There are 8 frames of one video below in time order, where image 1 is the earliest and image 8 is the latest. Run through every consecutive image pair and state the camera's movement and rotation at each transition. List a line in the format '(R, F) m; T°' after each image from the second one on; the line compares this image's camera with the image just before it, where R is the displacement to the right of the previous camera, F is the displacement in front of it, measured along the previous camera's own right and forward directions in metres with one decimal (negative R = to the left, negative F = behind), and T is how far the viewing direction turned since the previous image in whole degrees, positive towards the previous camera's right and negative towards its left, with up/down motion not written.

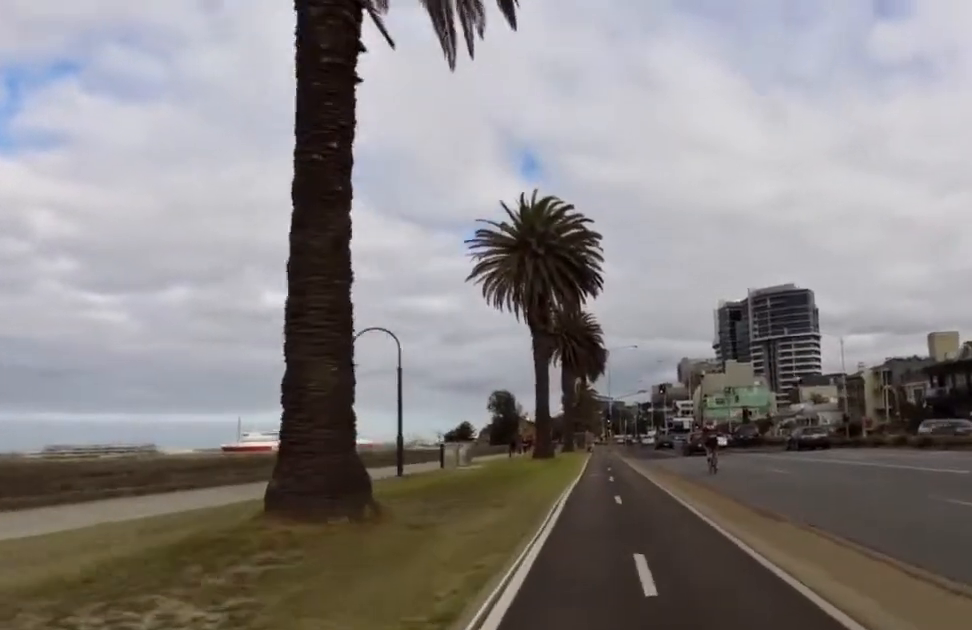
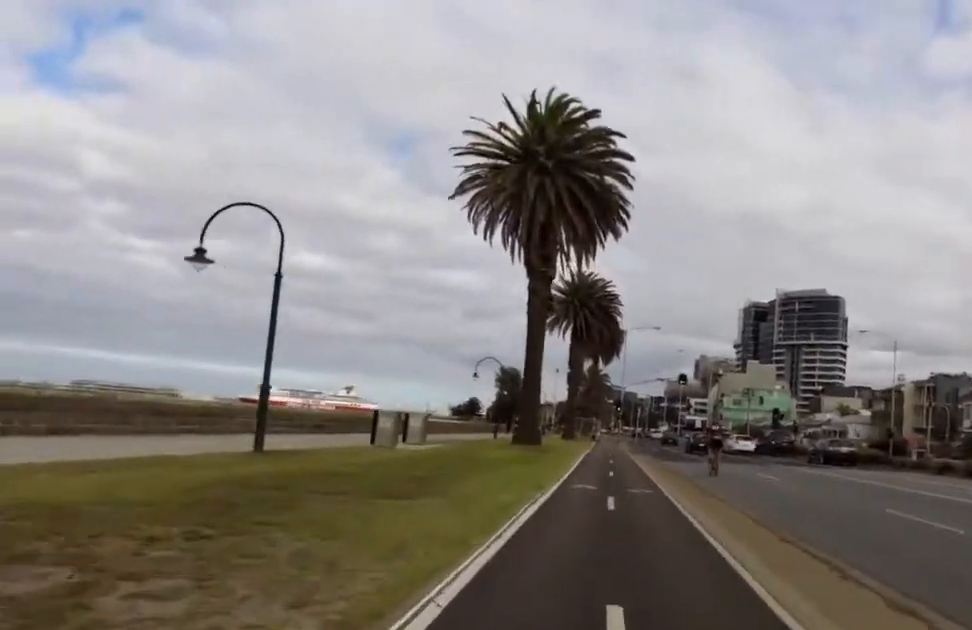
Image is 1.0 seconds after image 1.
(+0.4, +10.2) m; -2°
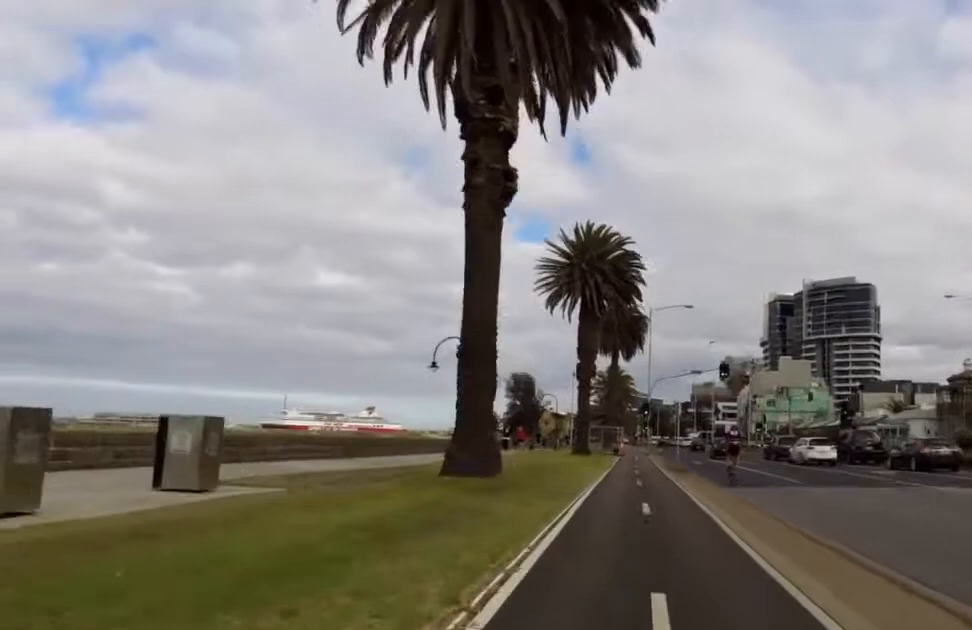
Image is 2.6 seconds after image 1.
(-0.8, +14.7) m; +1°
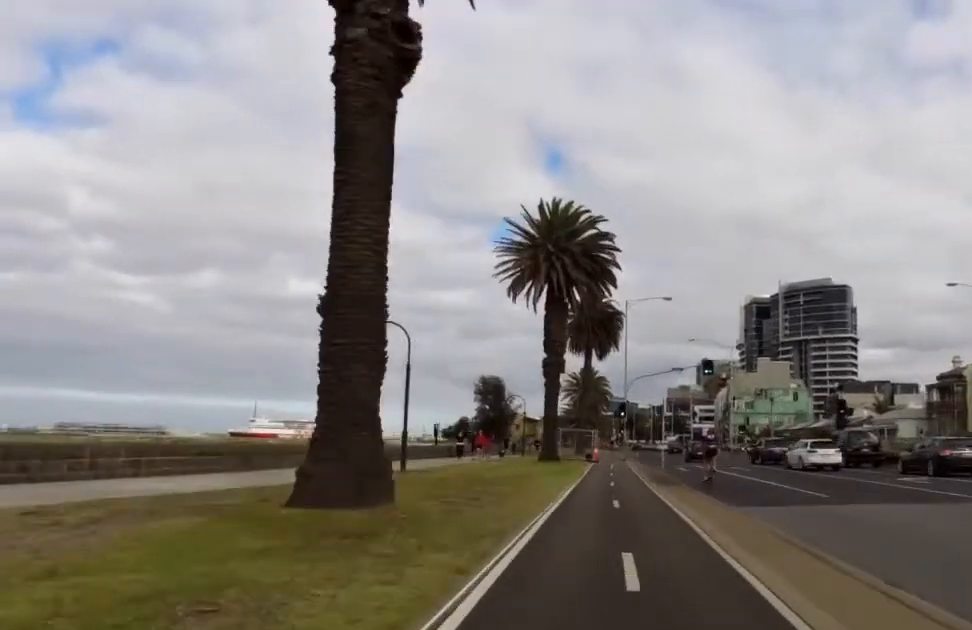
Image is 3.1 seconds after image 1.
(+0.7, +5.3) m; 0°
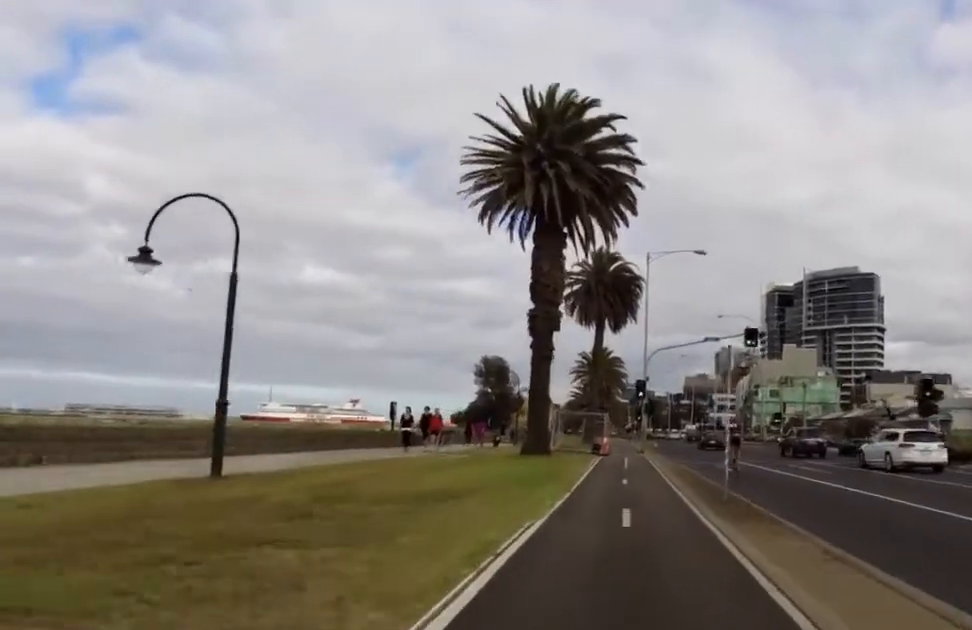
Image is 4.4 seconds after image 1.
(-0.9, +11.5) m; -4°
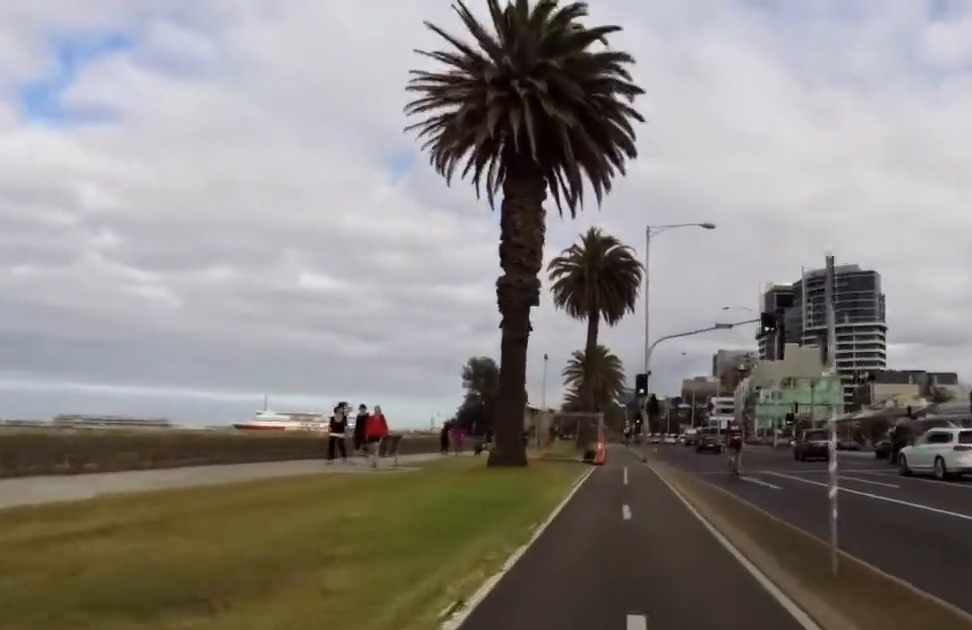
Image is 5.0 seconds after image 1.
(+0.4, +6.2) m; +5°
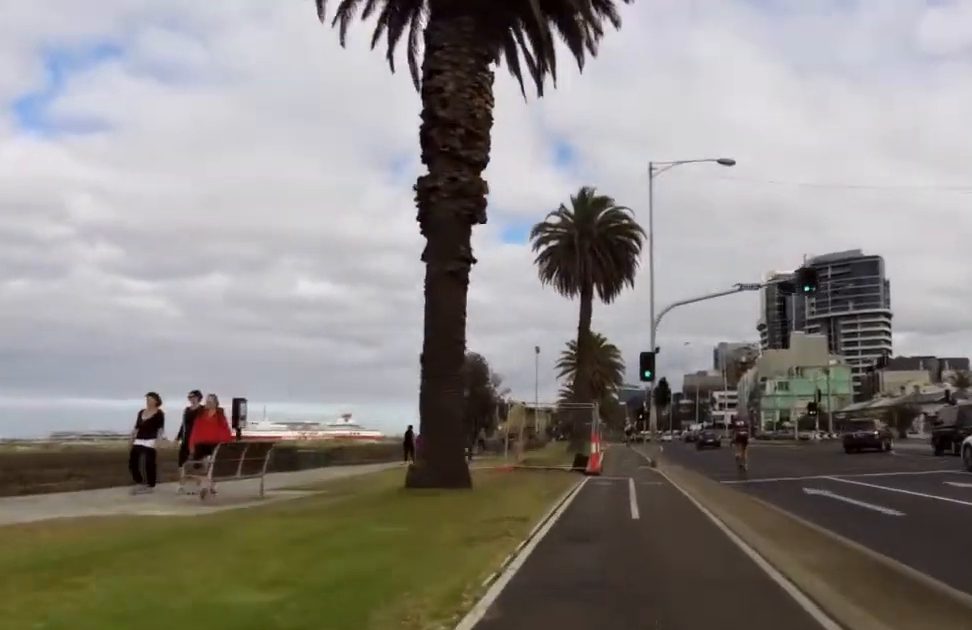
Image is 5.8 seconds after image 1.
(+0.5, +8.1) m; 0°
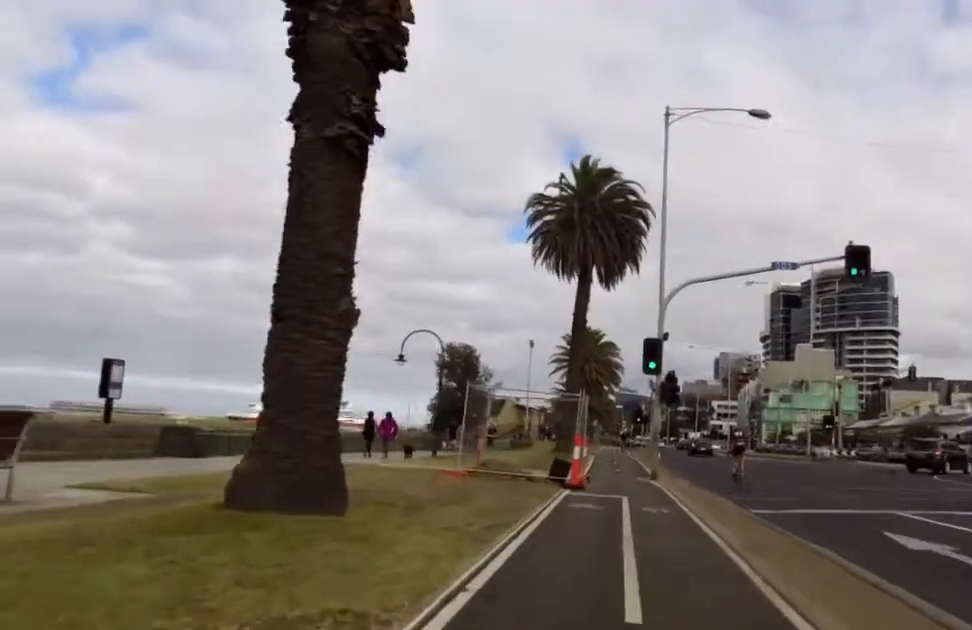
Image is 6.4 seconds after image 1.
(+0.7, +5.5) m; -4°
